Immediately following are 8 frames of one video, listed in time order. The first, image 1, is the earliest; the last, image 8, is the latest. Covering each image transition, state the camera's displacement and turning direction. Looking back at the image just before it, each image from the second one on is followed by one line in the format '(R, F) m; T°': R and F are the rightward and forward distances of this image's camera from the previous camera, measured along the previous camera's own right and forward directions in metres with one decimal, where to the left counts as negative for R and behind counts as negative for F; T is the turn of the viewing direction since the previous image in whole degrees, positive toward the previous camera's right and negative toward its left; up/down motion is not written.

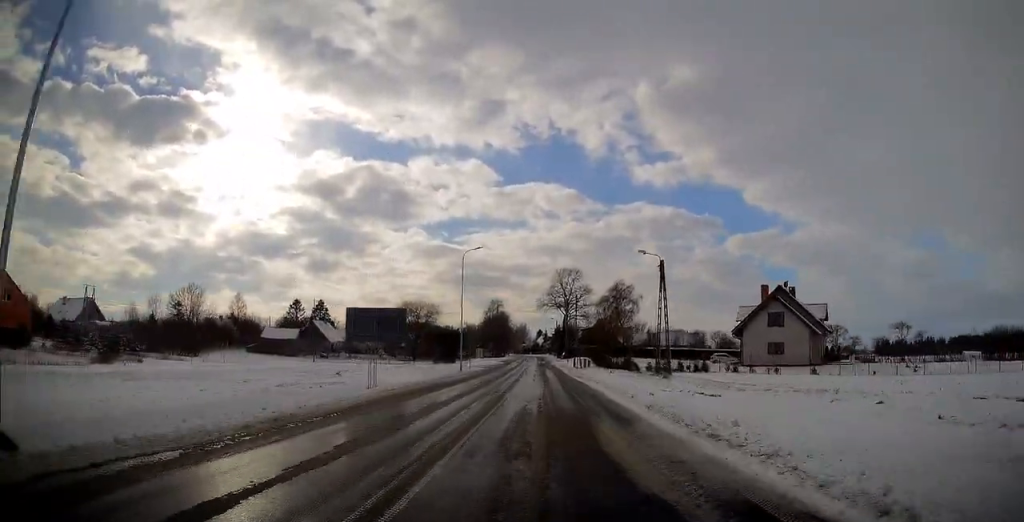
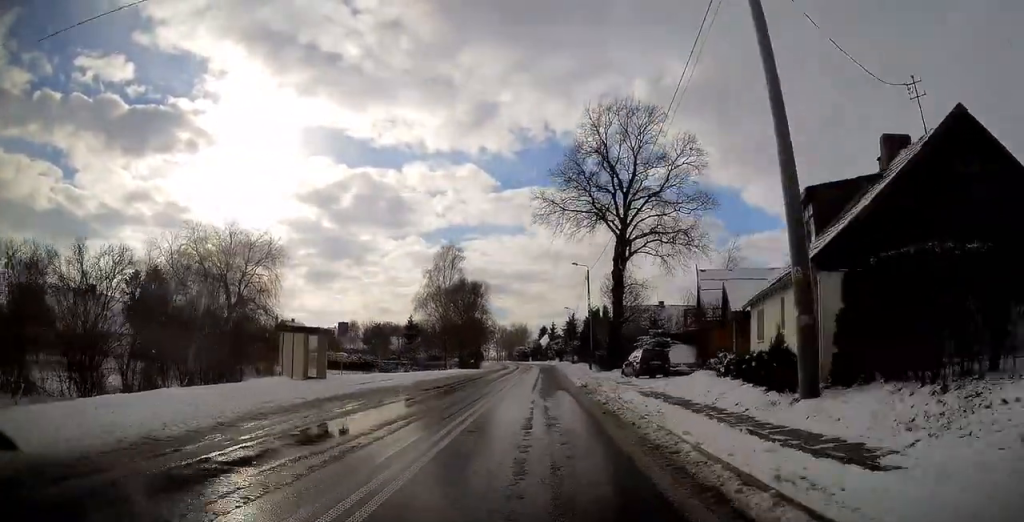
(-0.8, +88.2) m; 0°
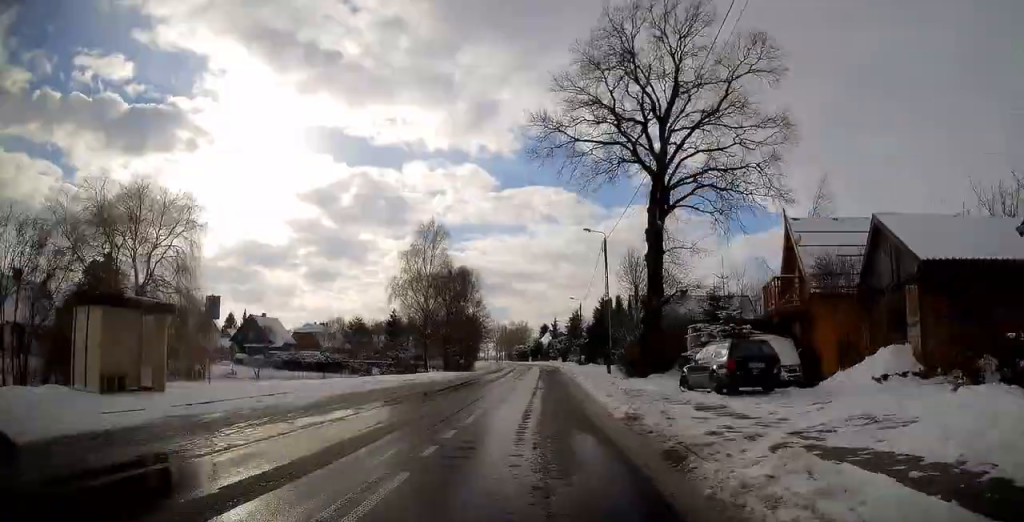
(0.0, +14.1) m; 0°
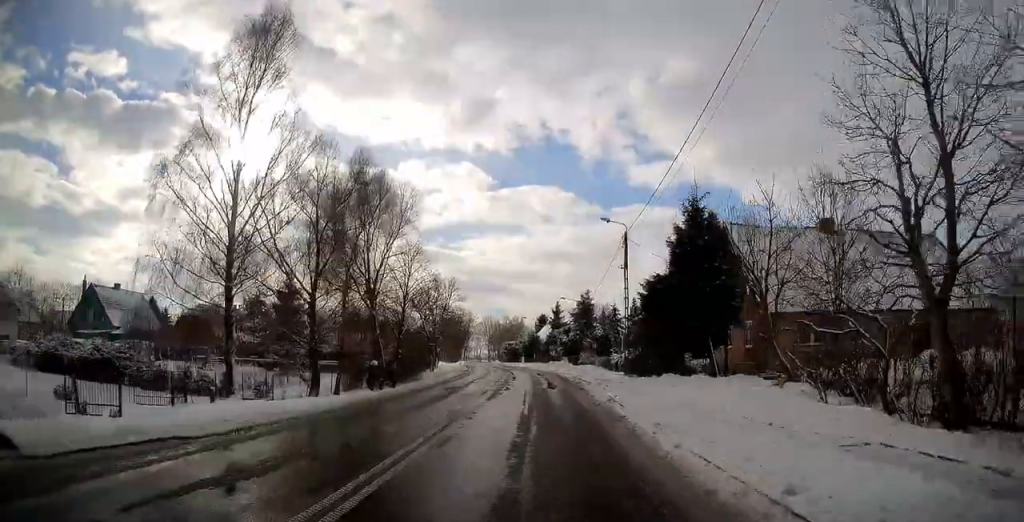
(-0.1, +42.2) m; -2°
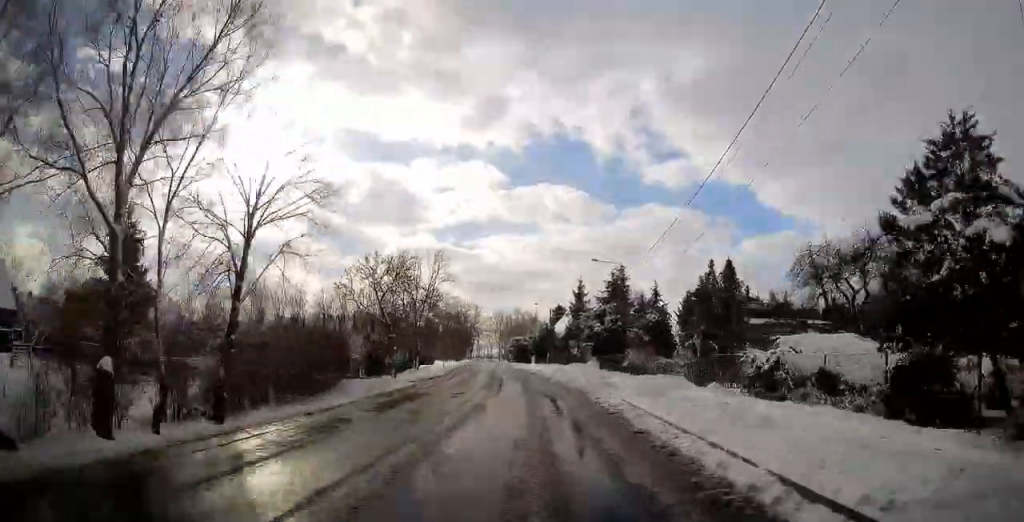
(-0.7, +28.1) m; -3°
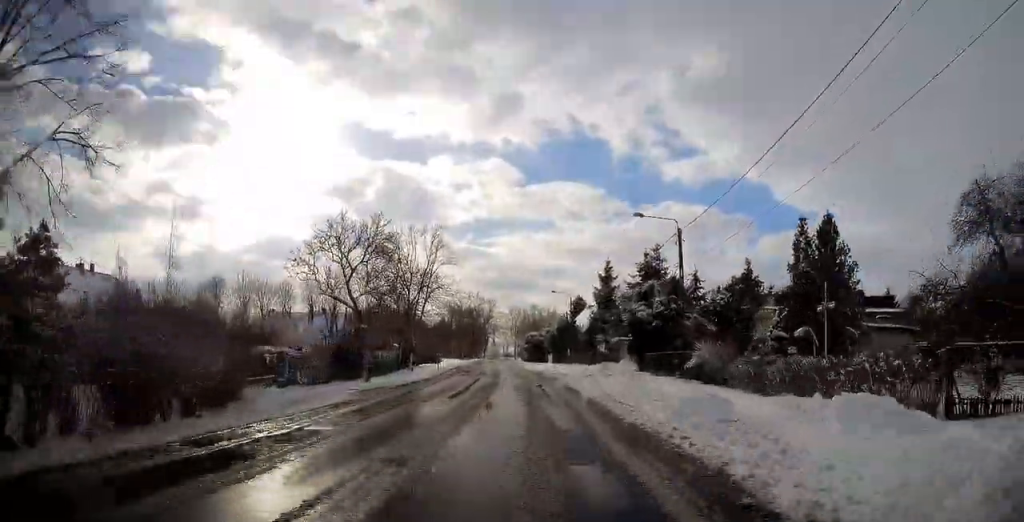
(-0.4, +13.5) m; -1°
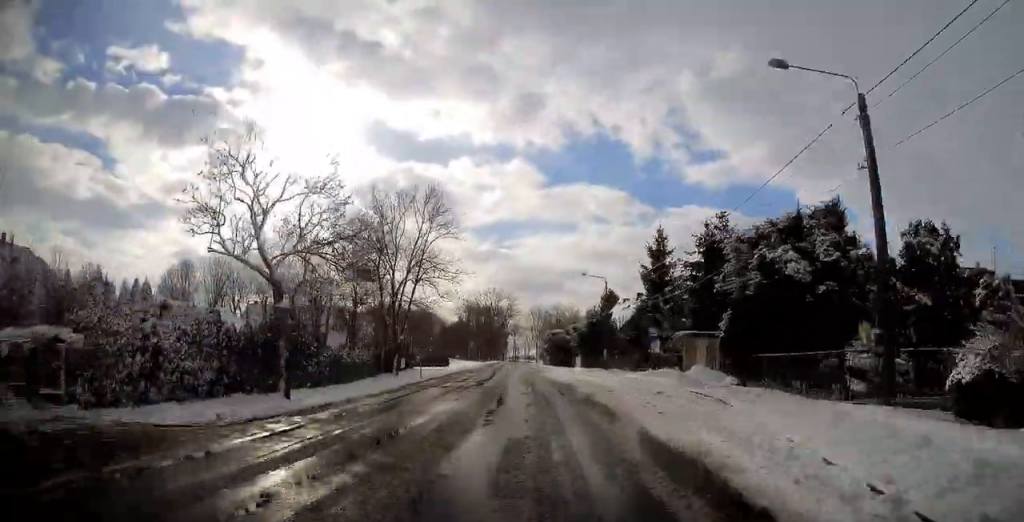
(-0.2, +16.8) m; 0°
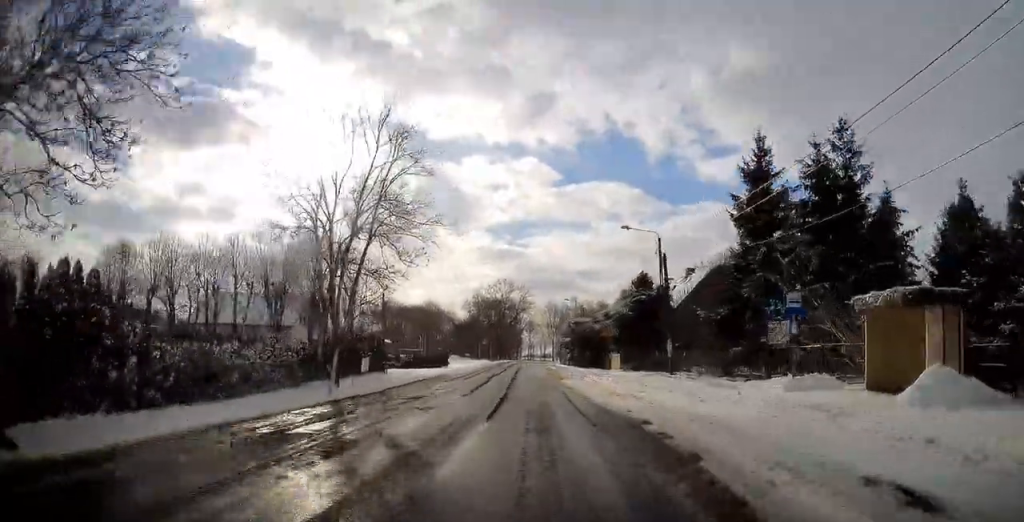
(0.0, +18.9) m; 0°
